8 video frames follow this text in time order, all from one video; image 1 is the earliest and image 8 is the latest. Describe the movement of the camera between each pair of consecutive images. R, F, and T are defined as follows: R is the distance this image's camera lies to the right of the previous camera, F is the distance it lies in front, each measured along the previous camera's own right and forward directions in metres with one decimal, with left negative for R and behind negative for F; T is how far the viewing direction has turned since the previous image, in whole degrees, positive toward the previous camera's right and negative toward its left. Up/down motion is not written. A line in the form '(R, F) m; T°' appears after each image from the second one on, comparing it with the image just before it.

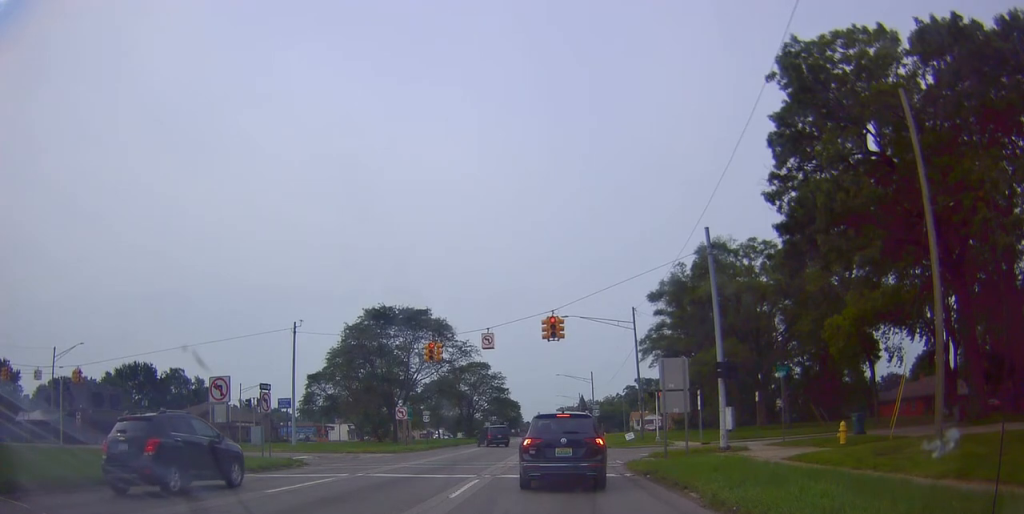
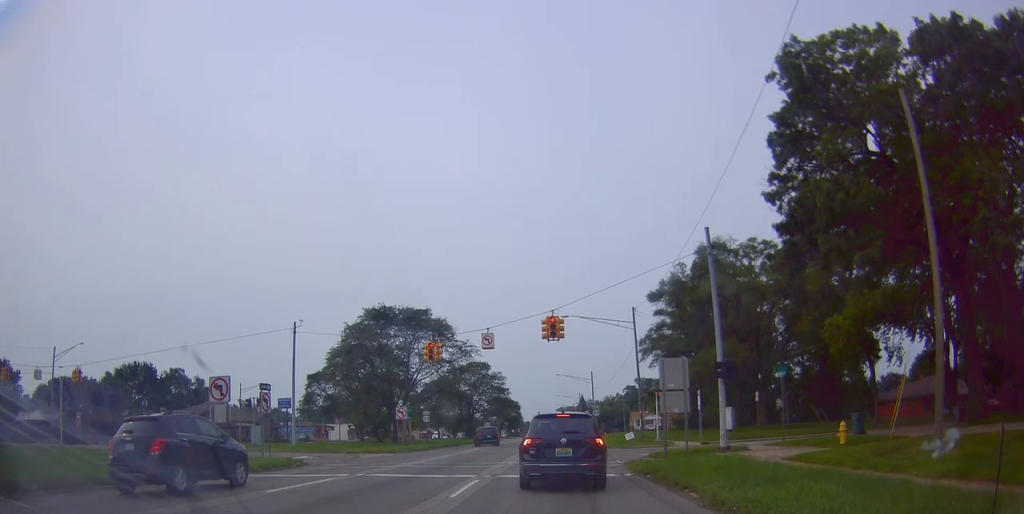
(0.0, 0.0) m; 0°
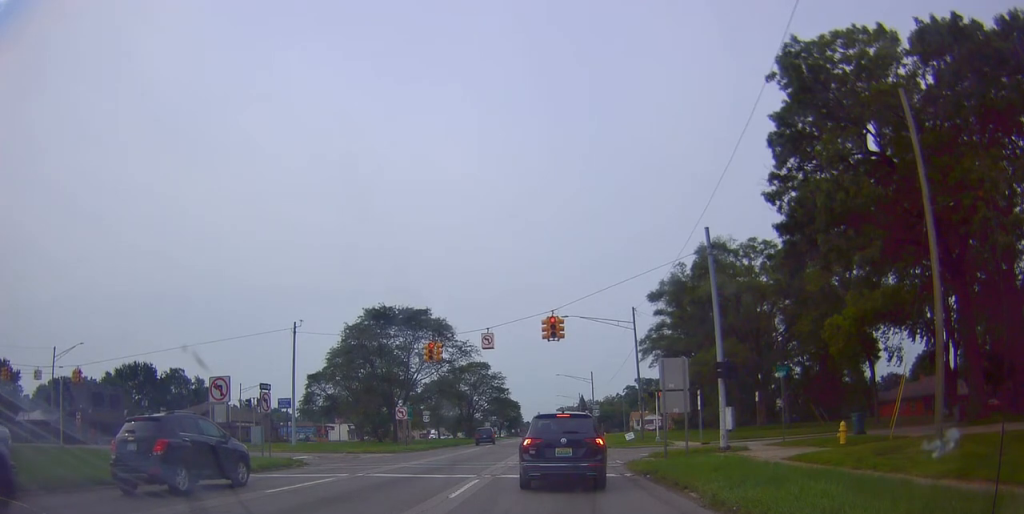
(0.0, 0.0) m; 0°
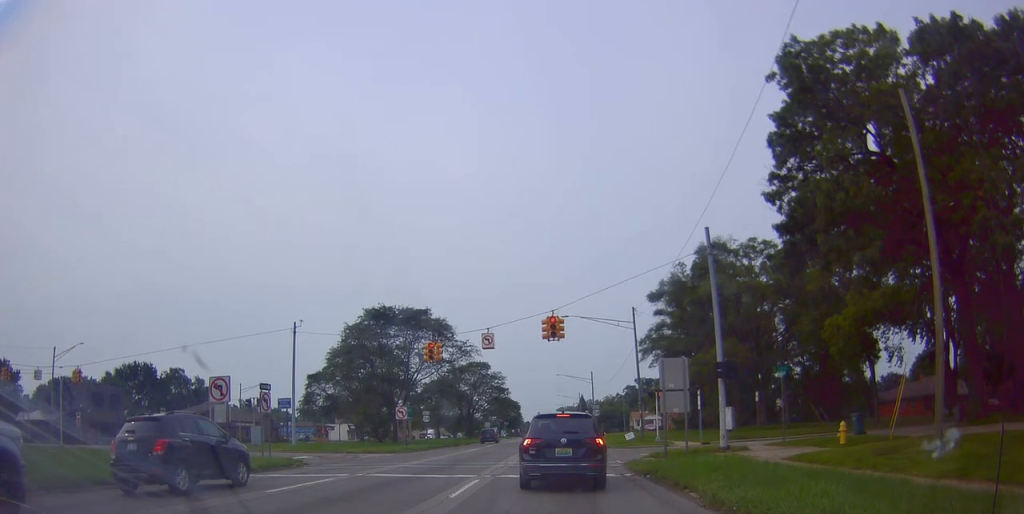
(0.0, 0.0) m; 0°
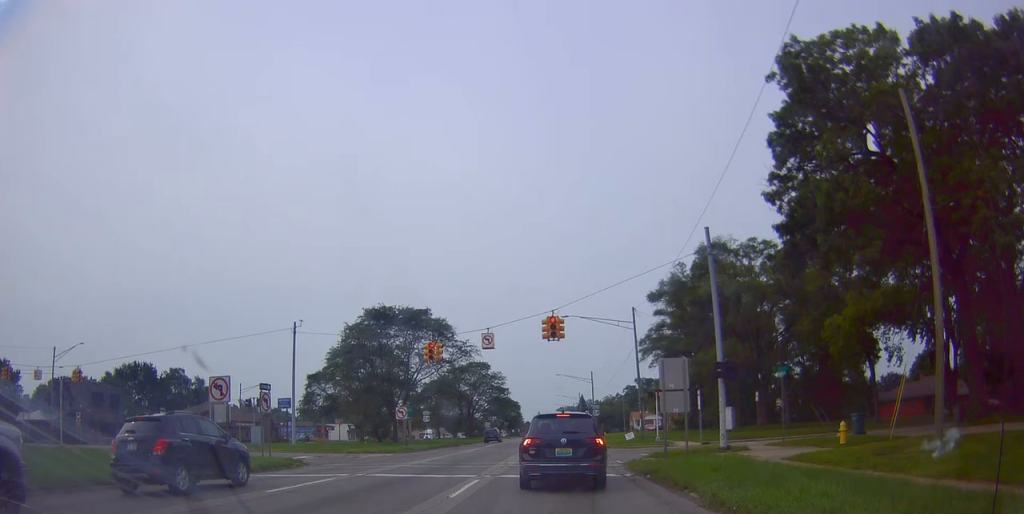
(0.0, 0.0) m; 0°
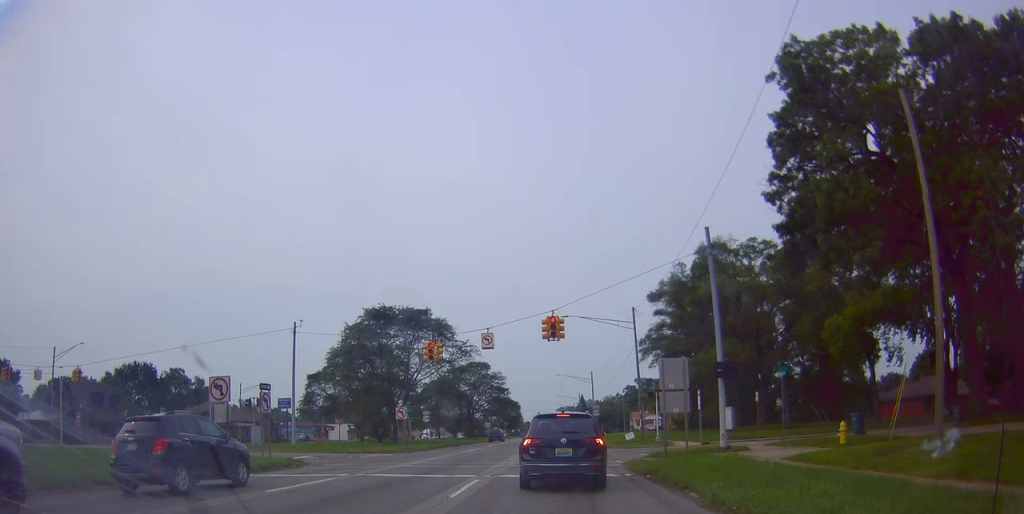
(0.0, 0.0) m; 0°
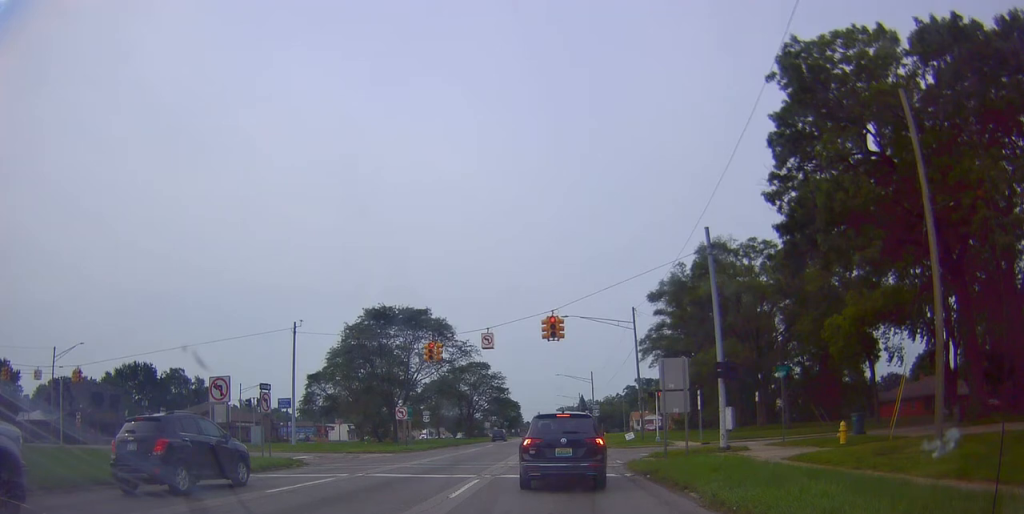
(0.0, 0.0) m; 0°
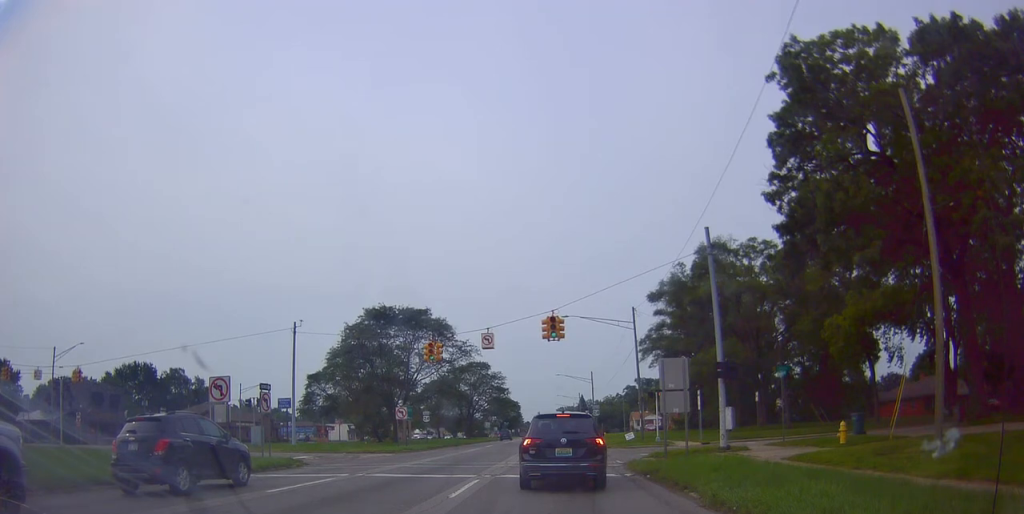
(0.0, 0.0) m; 0°
